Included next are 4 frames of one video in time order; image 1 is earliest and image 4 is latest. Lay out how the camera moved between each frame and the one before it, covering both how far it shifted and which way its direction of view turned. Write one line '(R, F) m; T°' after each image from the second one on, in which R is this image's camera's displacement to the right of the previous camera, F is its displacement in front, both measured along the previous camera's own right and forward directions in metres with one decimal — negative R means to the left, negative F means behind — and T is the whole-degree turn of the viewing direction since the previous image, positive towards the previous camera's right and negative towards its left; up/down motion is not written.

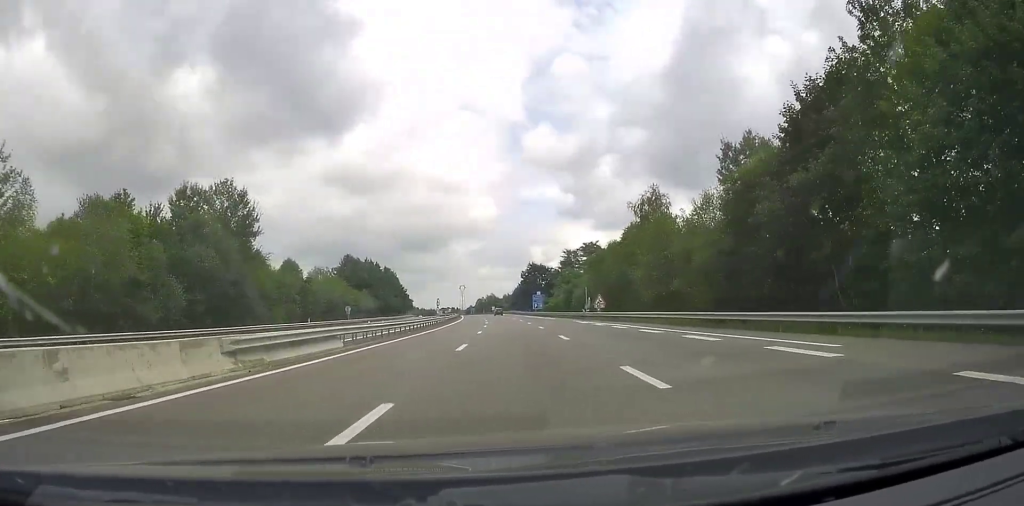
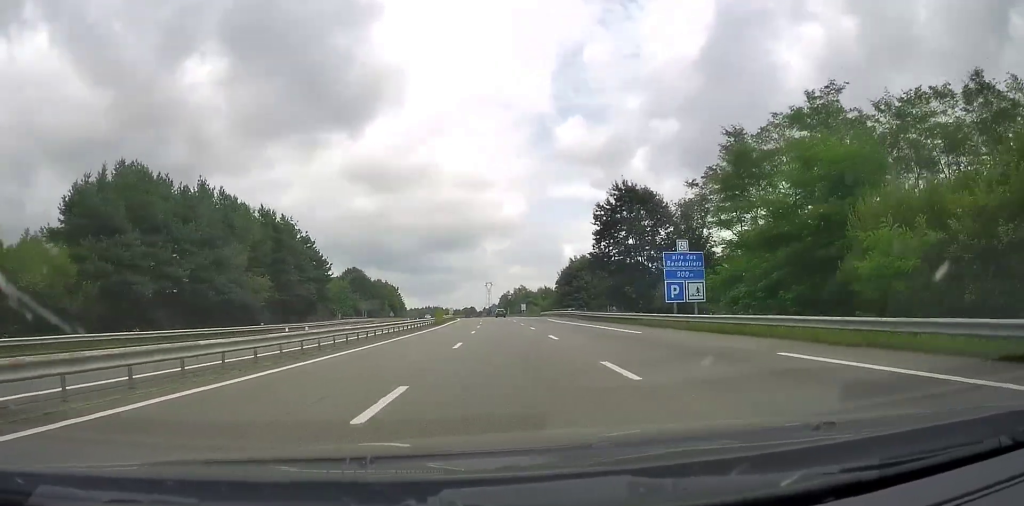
(-1.8, +90.5) m; -3°
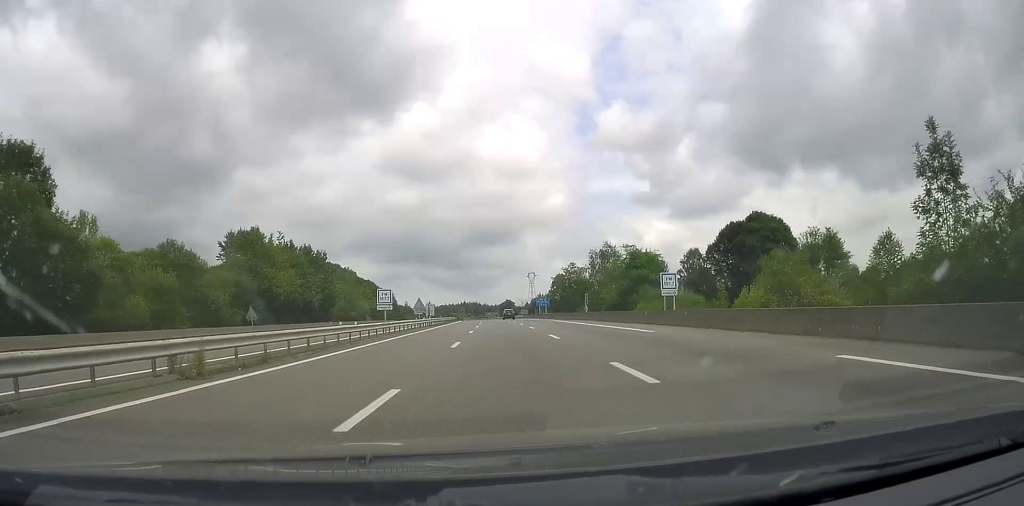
(-4.4, +105.3) m; -5°
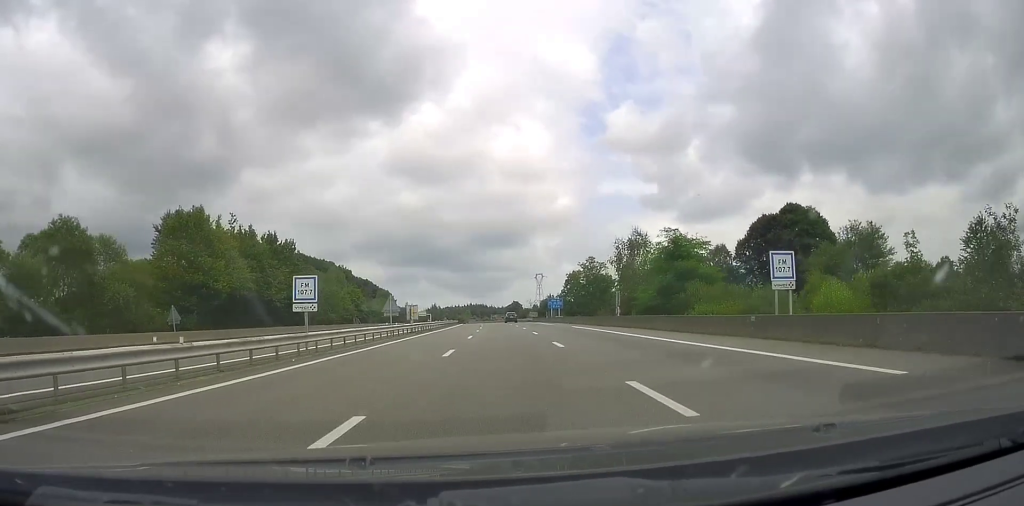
(-0.3, +15.0) m; 0°
